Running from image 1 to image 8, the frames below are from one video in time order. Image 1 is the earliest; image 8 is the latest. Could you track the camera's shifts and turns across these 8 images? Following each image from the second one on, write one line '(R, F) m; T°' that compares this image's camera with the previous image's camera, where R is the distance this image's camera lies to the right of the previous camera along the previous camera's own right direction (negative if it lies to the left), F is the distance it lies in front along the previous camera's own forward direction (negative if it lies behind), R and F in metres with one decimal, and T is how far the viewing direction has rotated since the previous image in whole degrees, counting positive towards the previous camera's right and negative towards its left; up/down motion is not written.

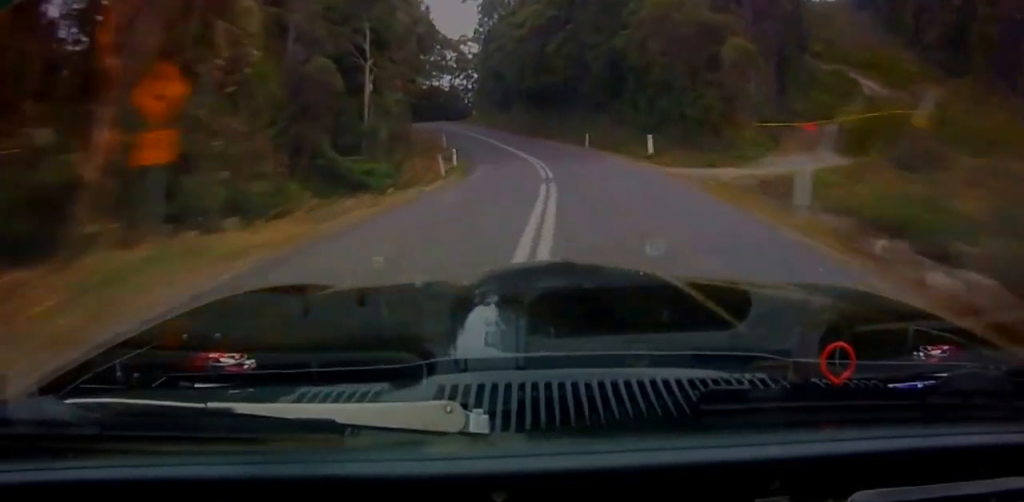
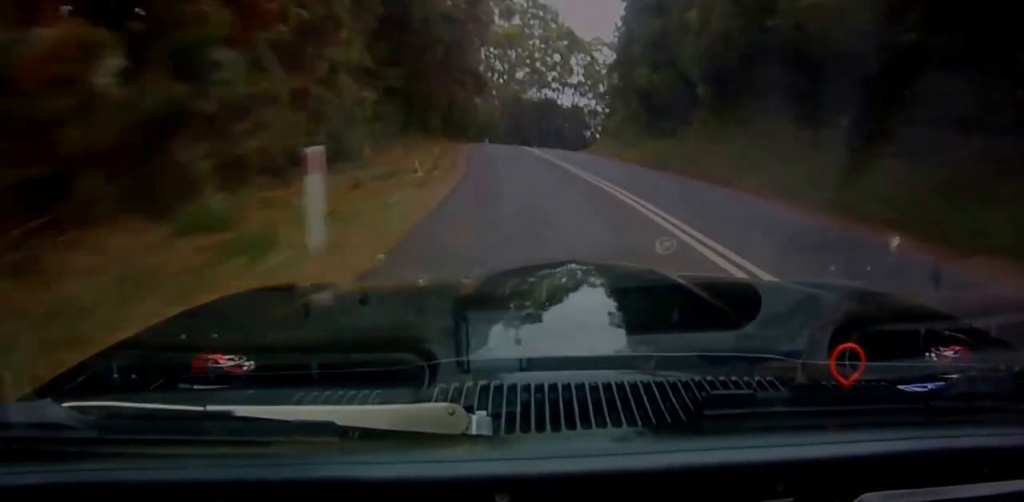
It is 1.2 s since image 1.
(-2.1, +40.4) m; -5°
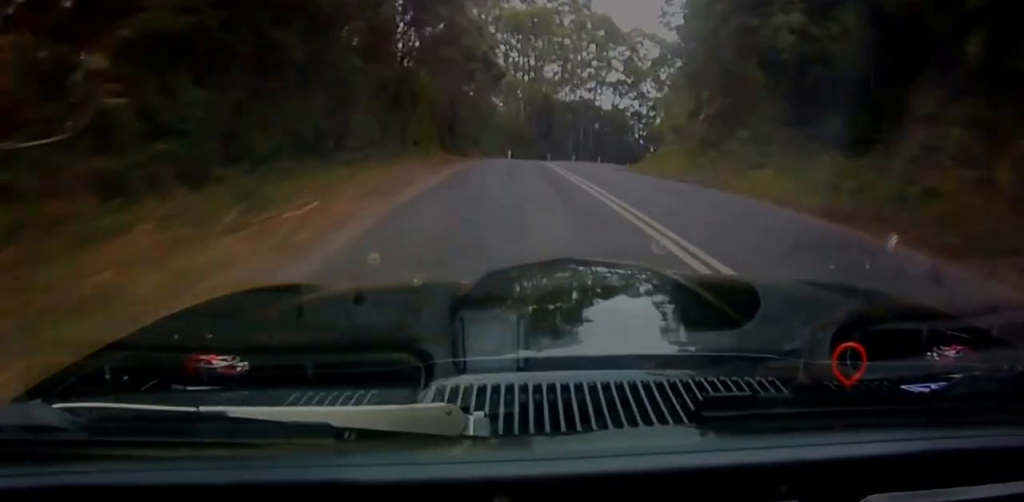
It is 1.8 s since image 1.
(-0.4, +18.8) m; -1°
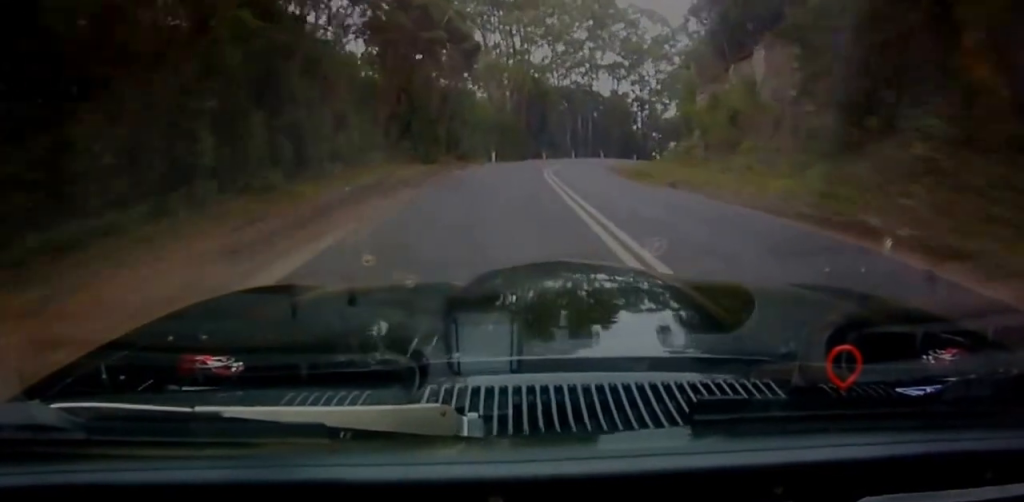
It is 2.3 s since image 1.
(0.0, +13.6) m; 0°
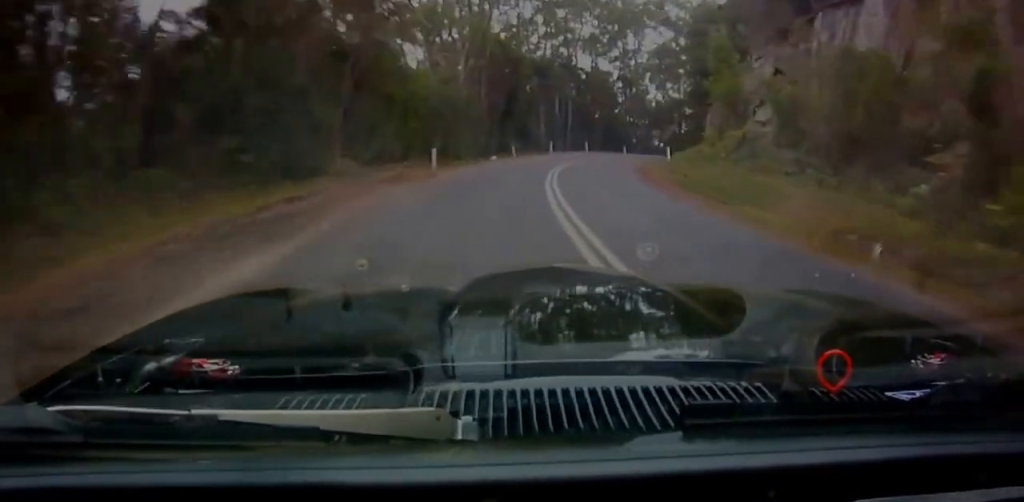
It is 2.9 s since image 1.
(0.0, +18.7) m; +3°
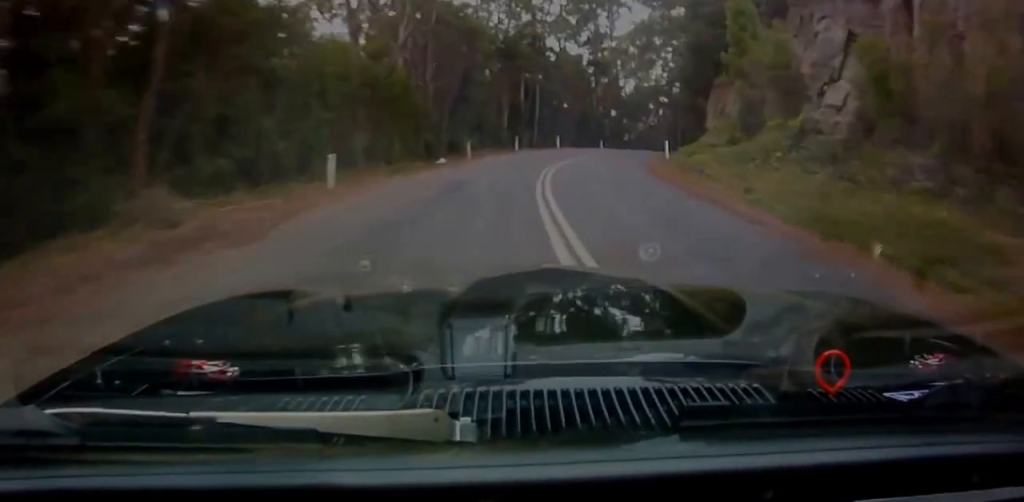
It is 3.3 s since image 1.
(-0.5, +10.7) m; +4°
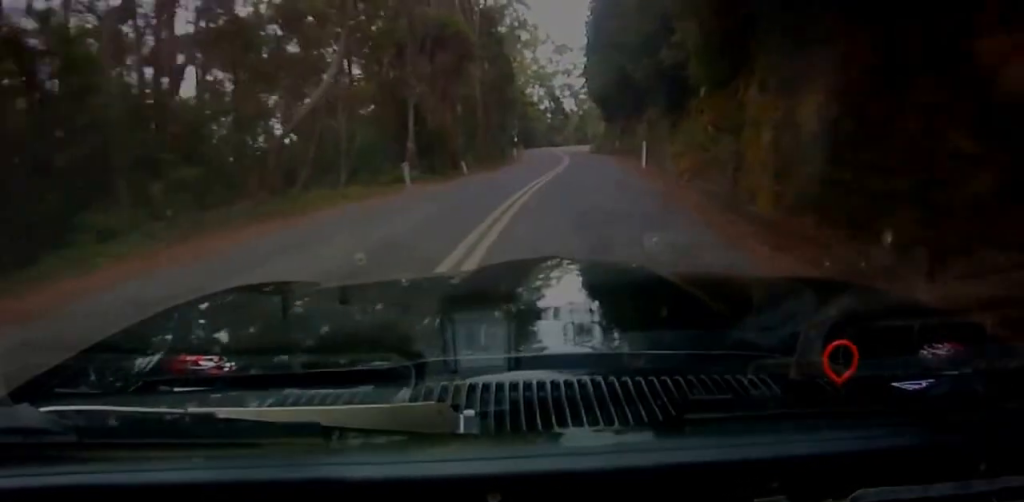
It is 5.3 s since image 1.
(+14.7, +48.8) m; +30°
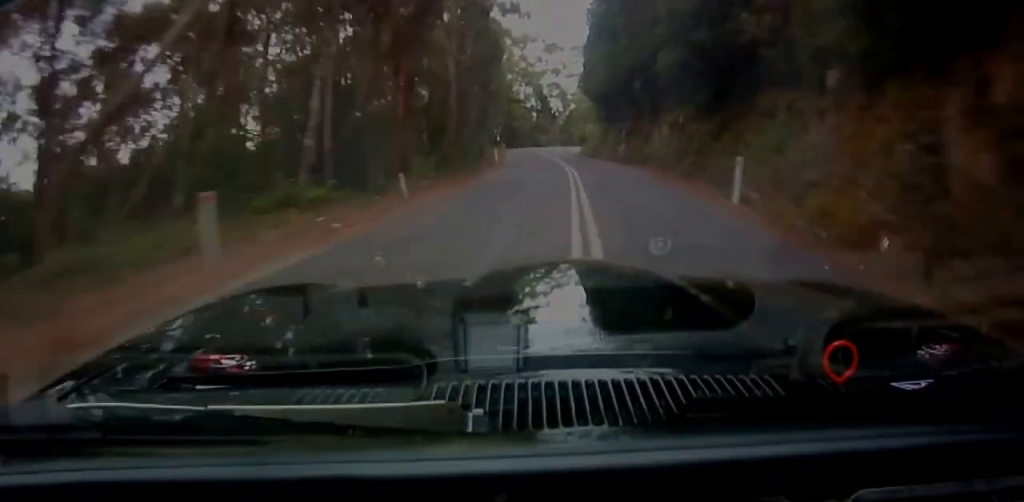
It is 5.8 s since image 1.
(+0.7, +13.8) m; +3°
